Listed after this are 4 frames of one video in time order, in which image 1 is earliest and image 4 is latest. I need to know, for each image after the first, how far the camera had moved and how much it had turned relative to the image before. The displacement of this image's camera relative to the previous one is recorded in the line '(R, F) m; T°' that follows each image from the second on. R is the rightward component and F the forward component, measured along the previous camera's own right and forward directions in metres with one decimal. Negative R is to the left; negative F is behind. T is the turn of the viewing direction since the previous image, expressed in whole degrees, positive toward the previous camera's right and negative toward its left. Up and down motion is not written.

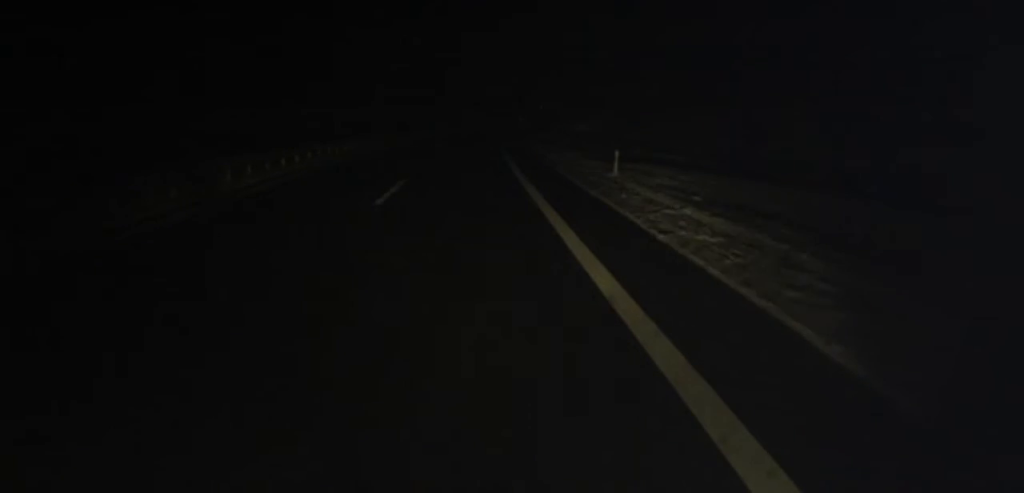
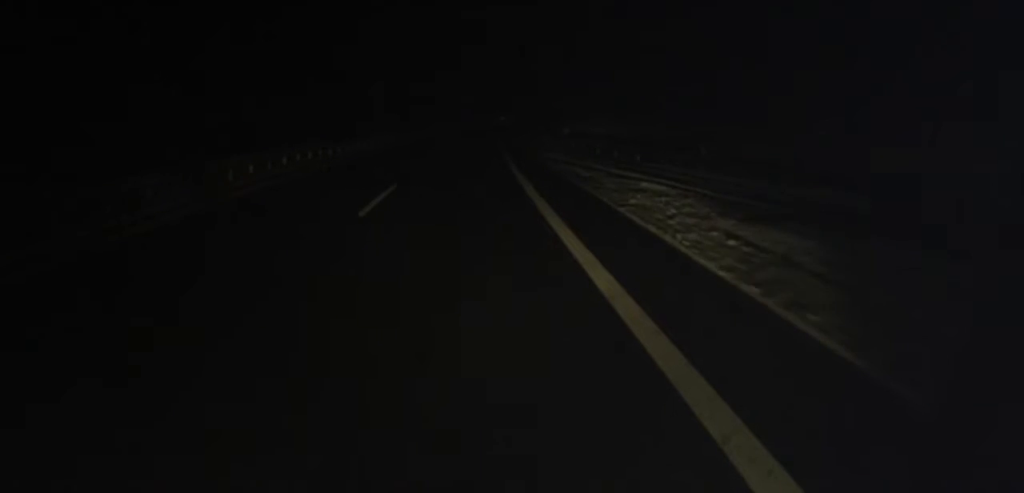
(-0.2, +19.4) m; +1°
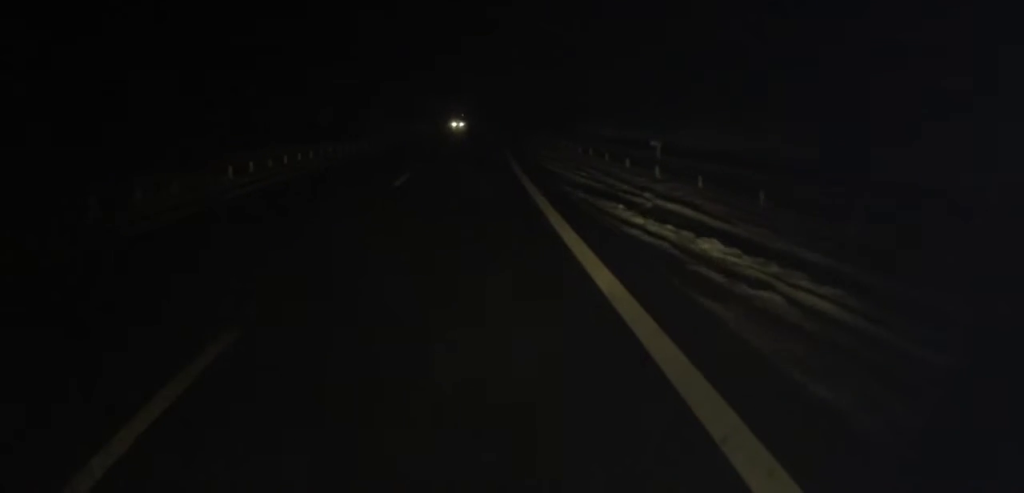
(+0.8, +29.7) m; +2°
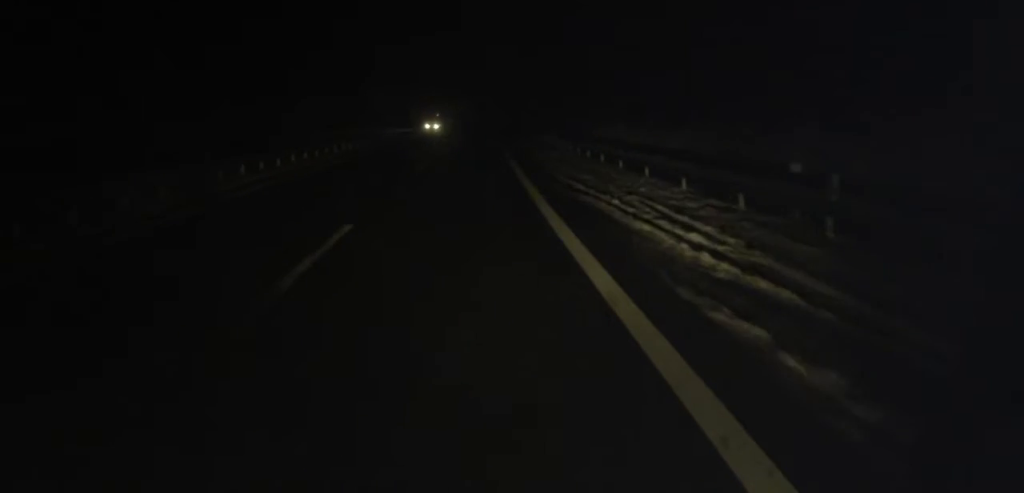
(+0.1, +12.5) m; +1°
